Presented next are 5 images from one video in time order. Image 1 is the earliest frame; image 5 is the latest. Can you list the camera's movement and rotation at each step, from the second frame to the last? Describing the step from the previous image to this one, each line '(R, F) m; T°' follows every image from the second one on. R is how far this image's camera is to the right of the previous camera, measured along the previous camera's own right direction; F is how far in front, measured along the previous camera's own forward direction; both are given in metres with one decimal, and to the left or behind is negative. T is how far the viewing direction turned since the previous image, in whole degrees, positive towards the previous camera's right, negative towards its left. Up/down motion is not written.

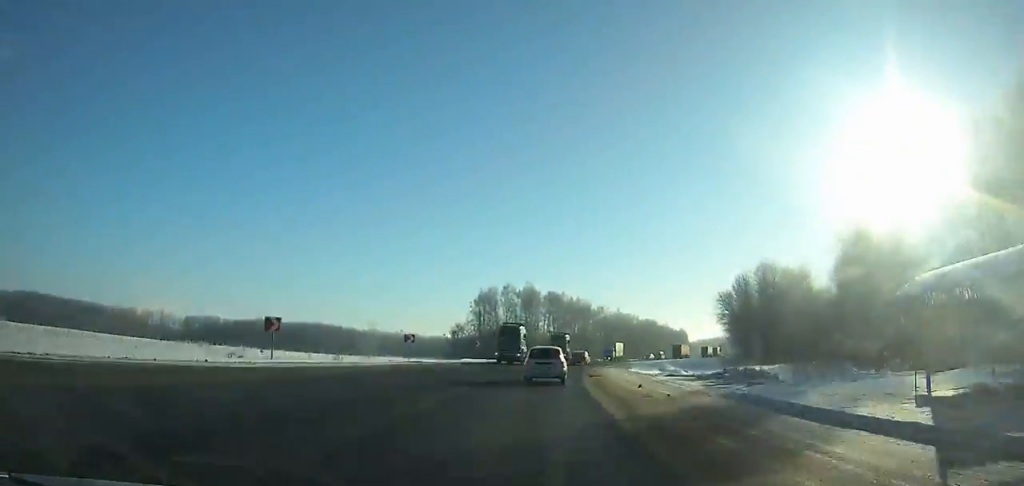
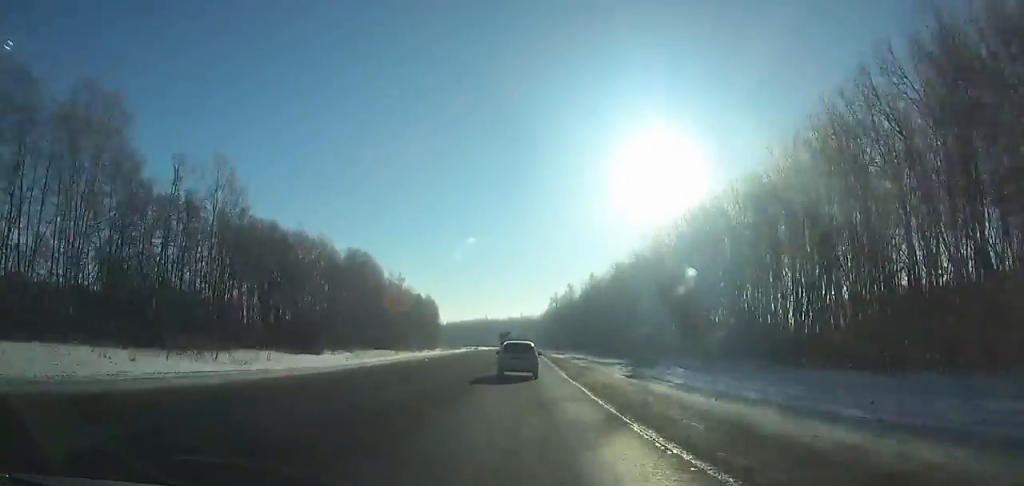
(+38.0, +165.6) m; +19°
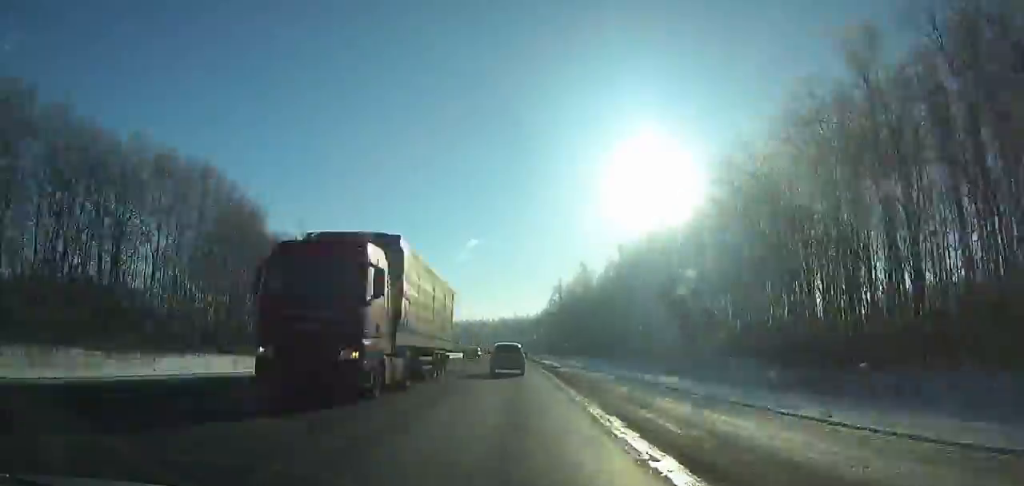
(+0.2, +62.5) m; 0°
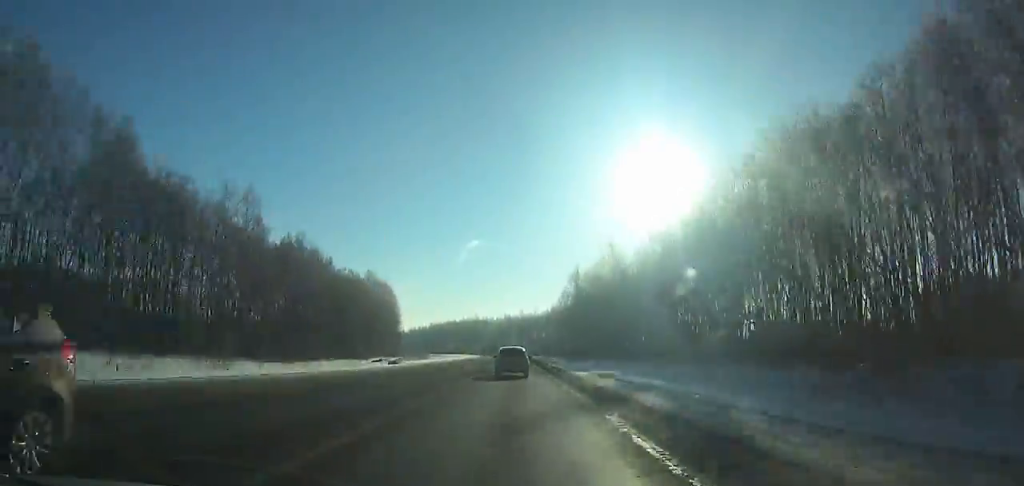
(0.0, +31.0) m; 0°
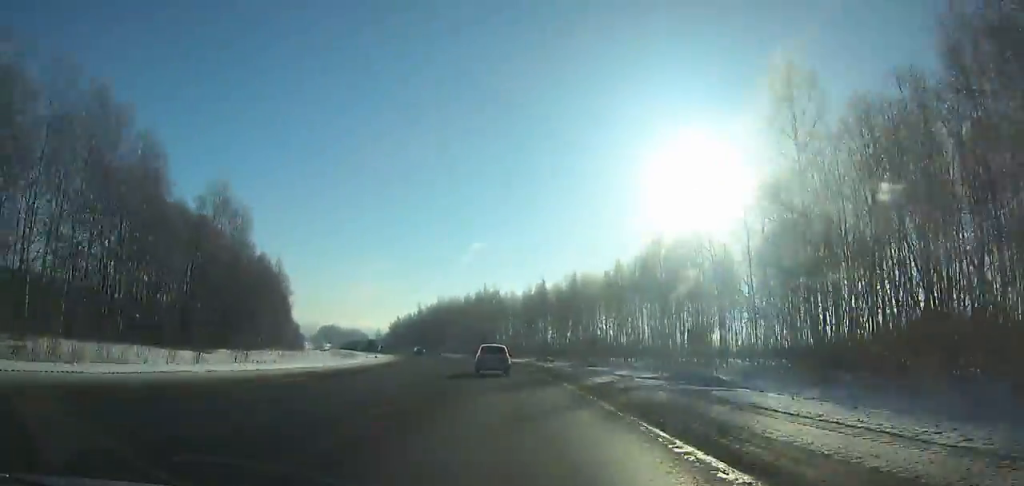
(-5.9, +141.1) m; -10°
